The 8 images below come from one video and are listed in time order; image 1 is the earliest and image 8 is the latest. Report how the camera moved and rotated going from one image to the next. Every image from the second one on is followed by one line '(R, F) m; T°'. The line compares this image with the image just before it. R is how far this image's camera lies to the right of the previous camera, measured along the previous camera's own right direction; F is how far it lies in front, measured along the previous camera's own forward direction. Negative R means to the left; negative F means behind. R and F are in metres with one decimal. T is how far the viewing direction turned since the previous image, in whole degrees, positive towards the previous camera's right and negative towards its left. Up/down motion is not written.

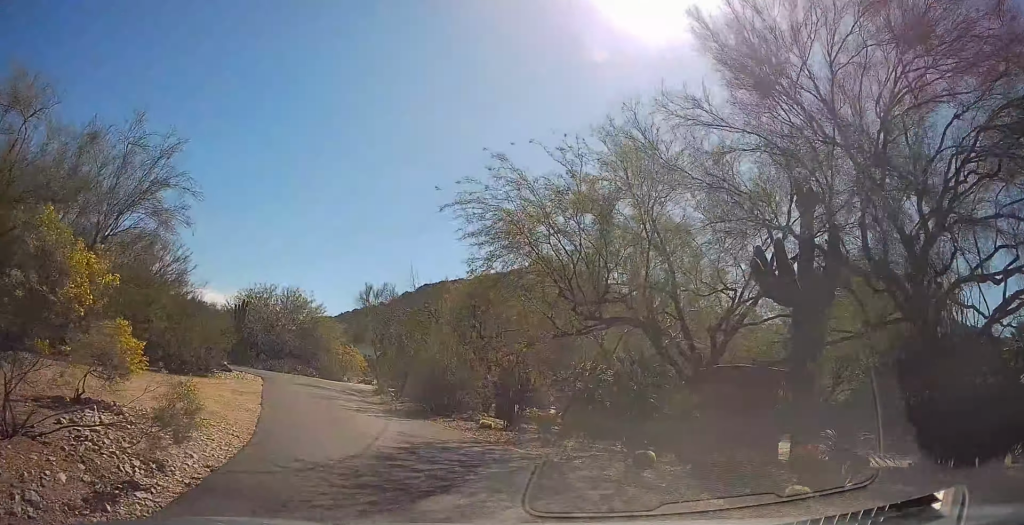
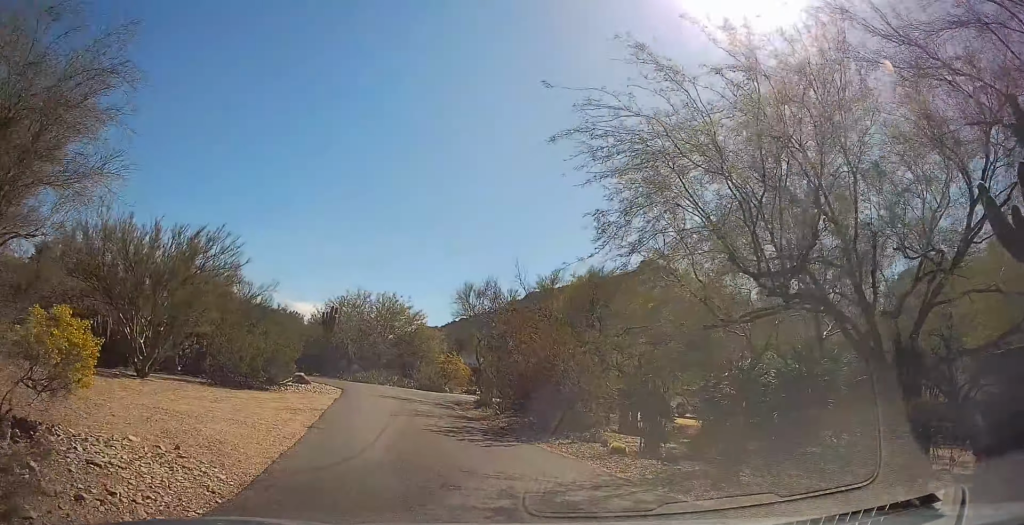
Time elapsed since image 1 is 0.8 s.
(-0.7, +3.9) m; -13°
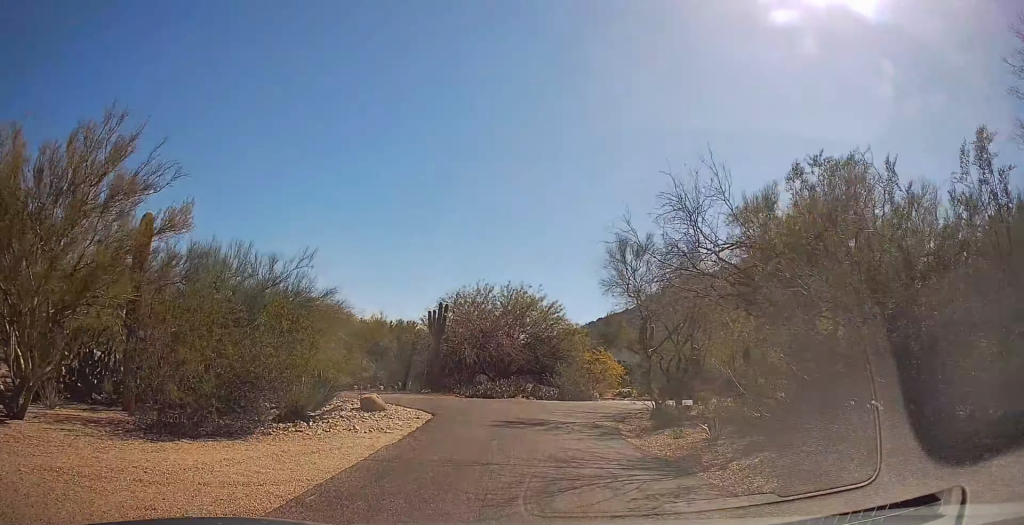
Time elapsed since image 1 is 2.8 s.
(-0.5, +10.0) m; -2°
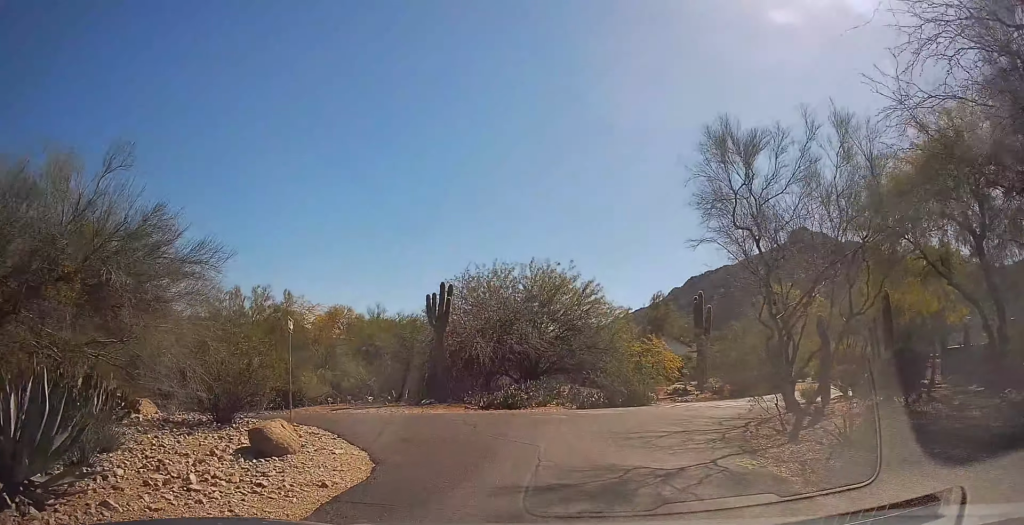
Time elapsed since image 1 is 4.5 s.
(0.0, +9.2) m; -8°
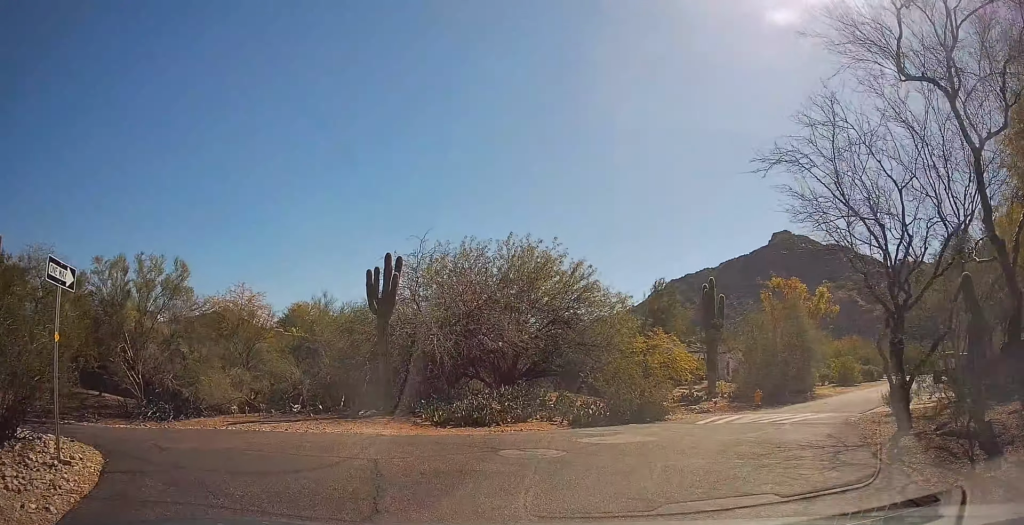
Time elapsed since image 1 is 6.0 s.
(-0.4, +7.1) m; +3°
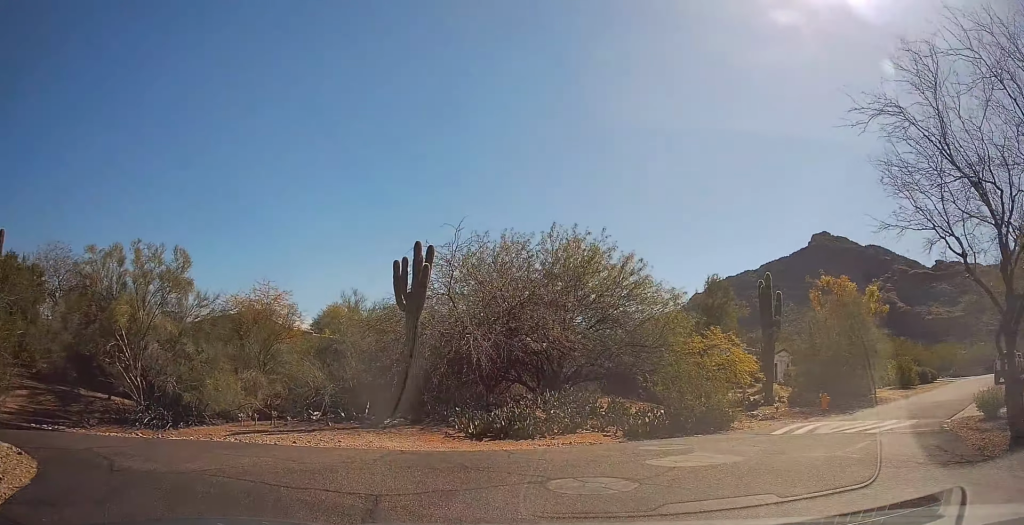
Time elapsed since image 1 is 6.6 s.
(+0.5, +2.8) m; +2°
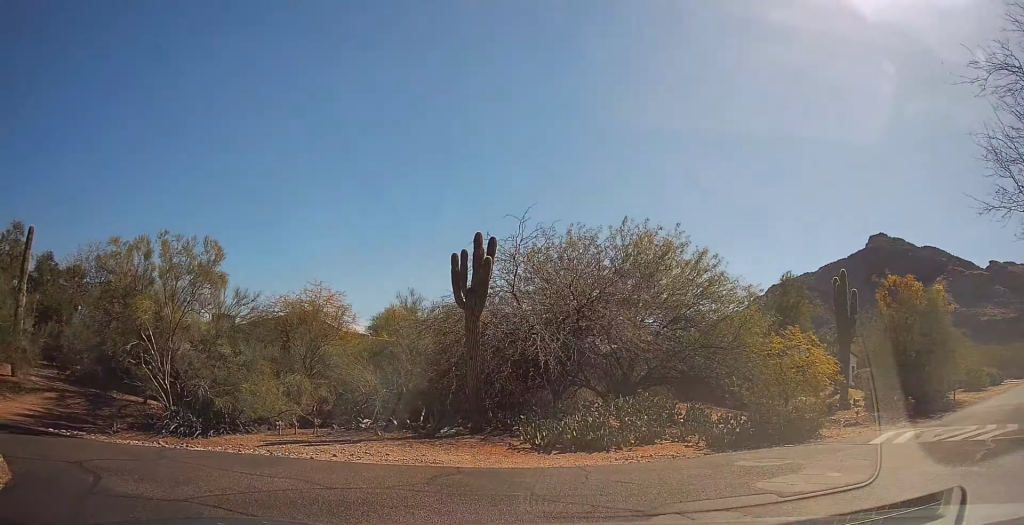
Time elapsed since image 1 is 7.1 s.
(-0.2, +2.1) m; -10°
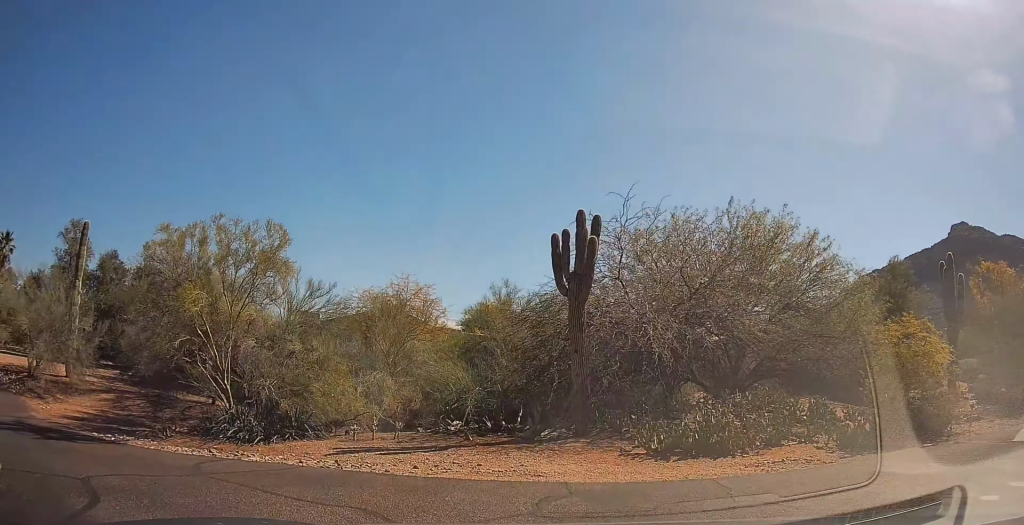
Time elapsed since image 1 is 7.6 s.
(0.0, +2.3) m; -16°
